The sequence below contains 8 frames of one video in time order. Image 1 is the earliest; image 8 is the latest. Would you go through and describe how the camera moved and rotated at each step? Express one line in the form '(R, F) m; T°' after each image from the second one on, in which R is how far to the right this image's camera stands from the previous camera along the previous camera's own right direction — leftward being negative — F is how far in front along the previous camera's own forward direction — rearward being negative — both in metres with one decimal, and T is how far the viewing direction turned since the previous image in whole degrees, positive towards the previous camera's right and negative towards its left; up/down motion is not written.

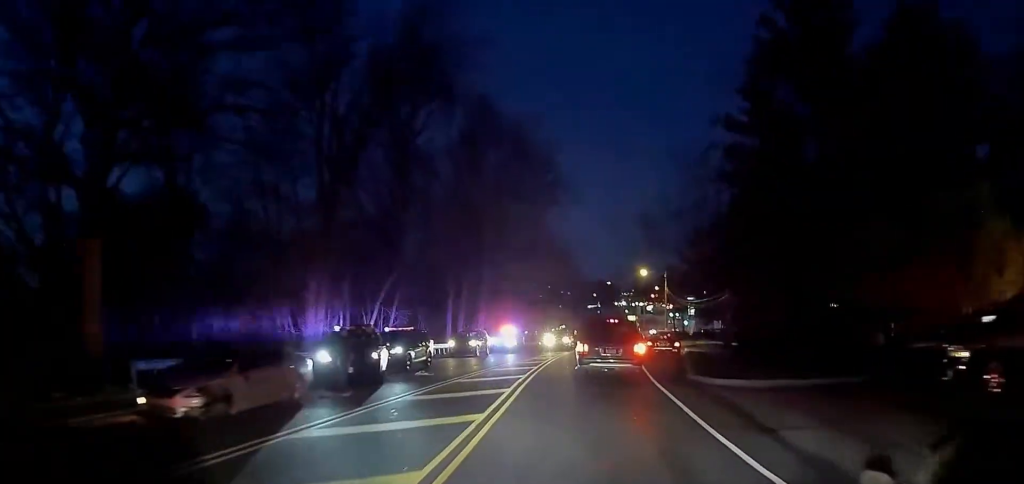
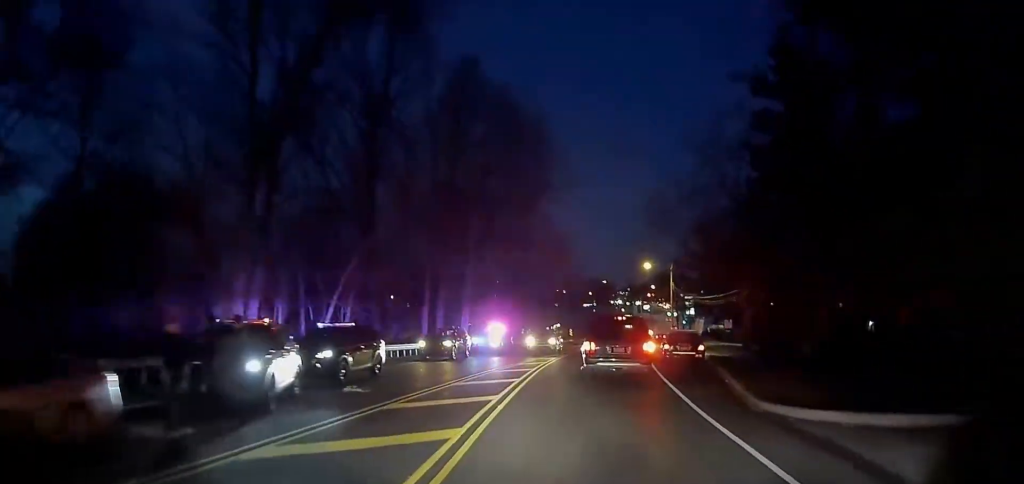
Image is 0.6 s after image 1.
(0.0, +6.7) m; +1°
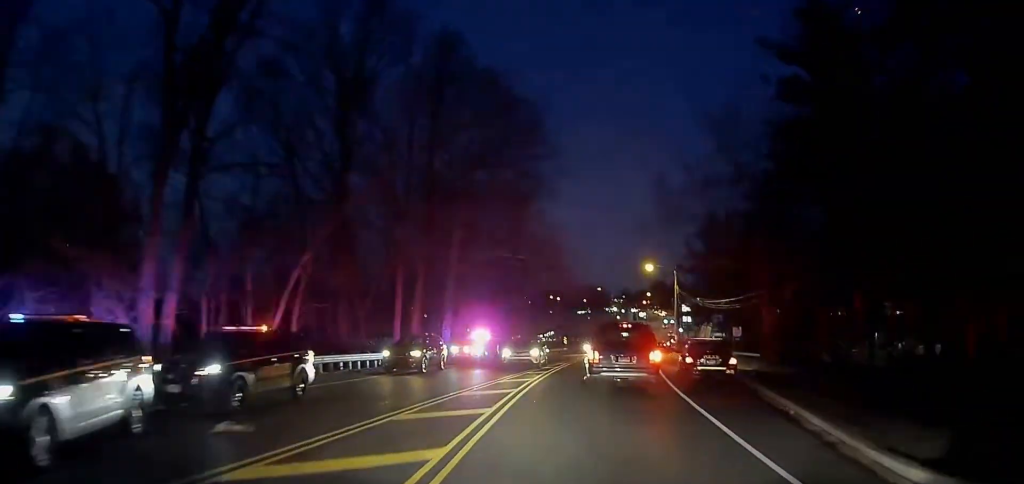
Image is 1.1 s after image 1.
(0.0, +5.5) m; +1°
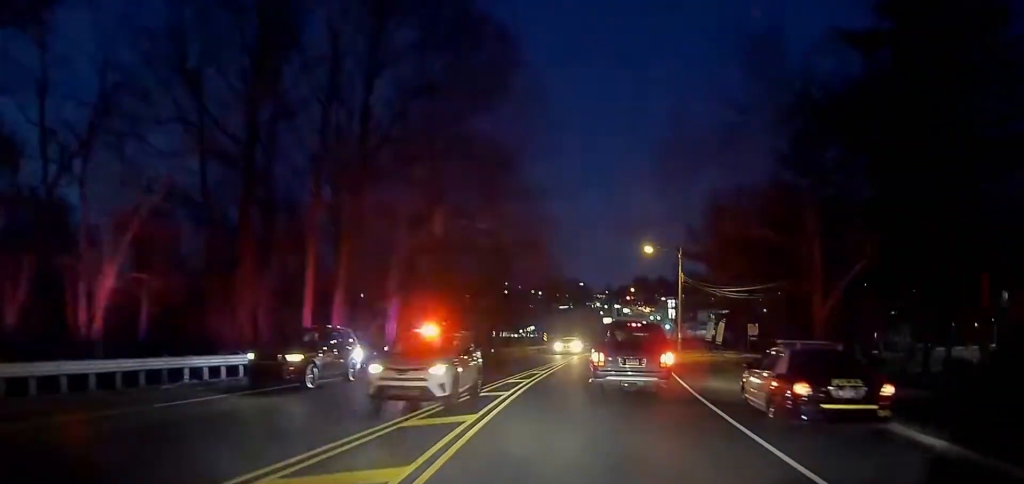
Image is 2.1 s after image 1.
(+0.2, +10.2) m; +1°
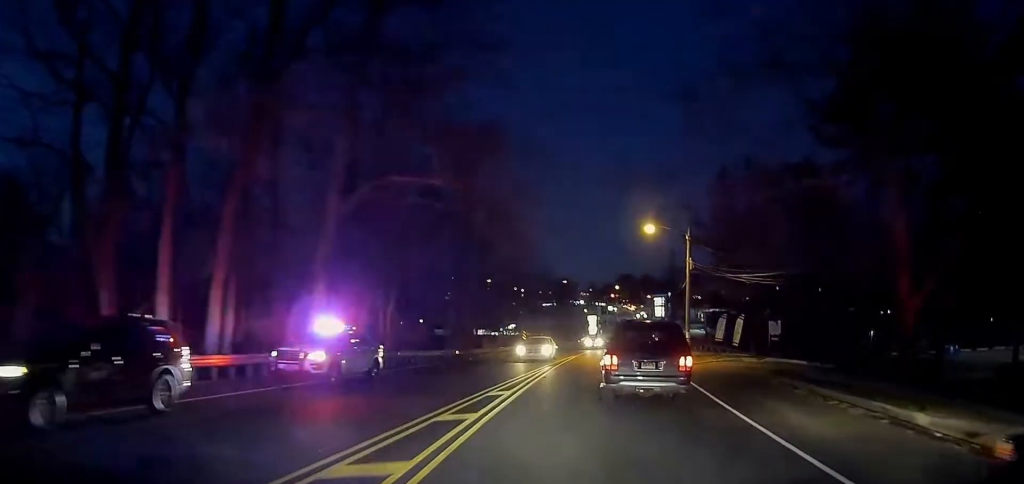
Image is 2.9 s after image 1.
(0.0, +9.1) m; +2°
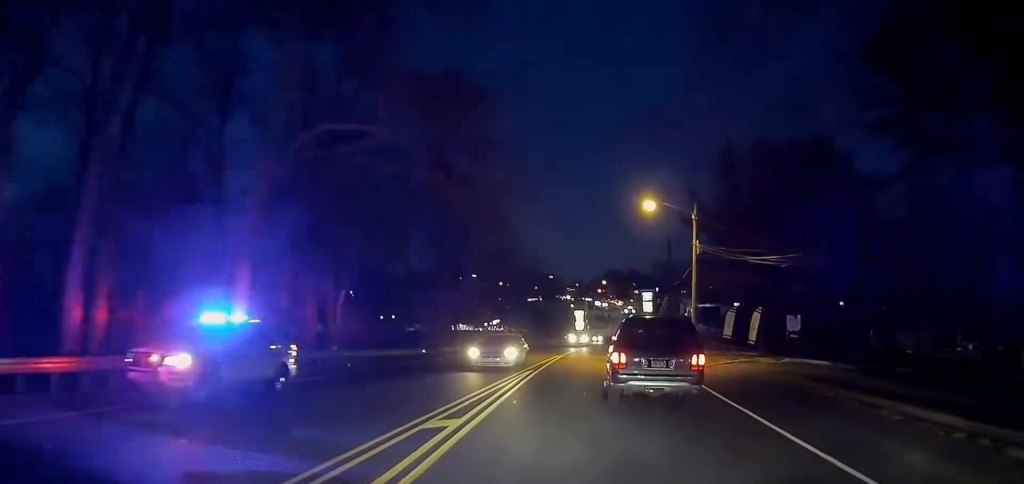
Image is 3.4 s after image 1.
(+0.1, +5.9) m; +1°
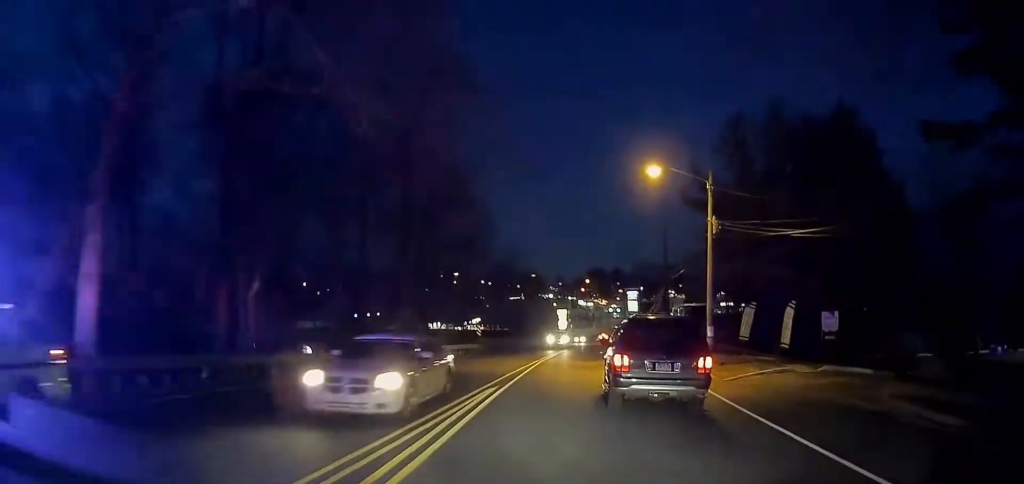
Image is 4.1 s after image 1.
(+0.1, +7.7) m; +2°
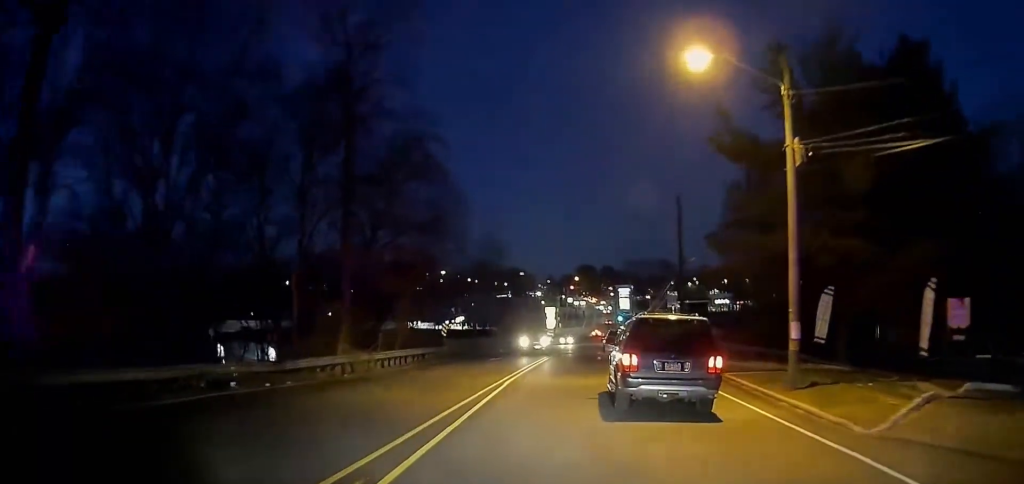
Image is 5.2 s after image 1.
(+0.2, +11.9) m; +1°
